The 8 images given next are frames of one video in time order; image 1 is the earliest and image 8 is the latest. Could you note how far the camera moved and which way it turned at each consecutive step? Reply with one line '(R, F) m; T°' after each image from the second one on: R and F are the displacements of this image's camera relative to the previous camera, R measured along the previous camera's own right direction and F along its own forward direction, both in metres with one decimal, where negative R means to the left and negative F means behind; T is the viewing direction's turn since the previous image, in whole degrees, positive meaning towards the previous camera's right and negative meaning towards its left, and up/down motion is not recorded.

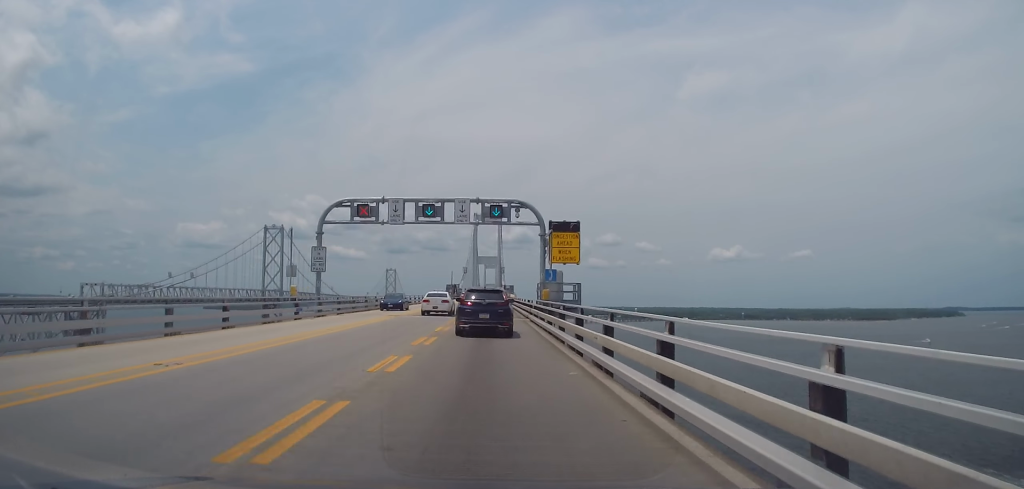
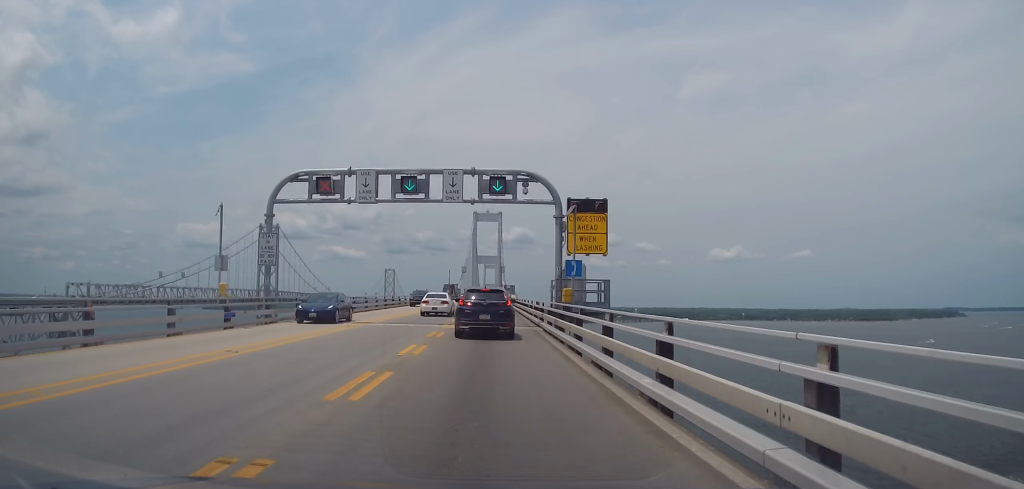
(+0.1, +8.9) m; 0°
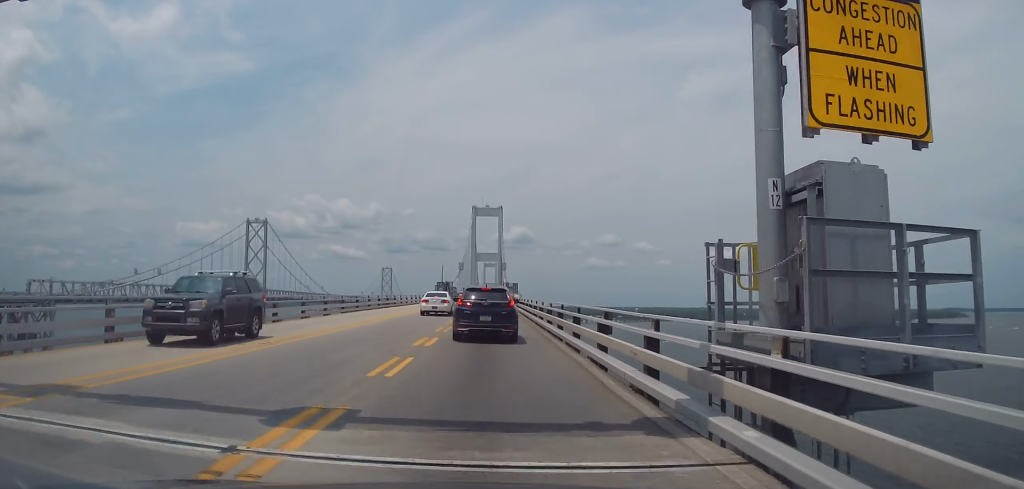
(+0.3, +21.6) m; 0°
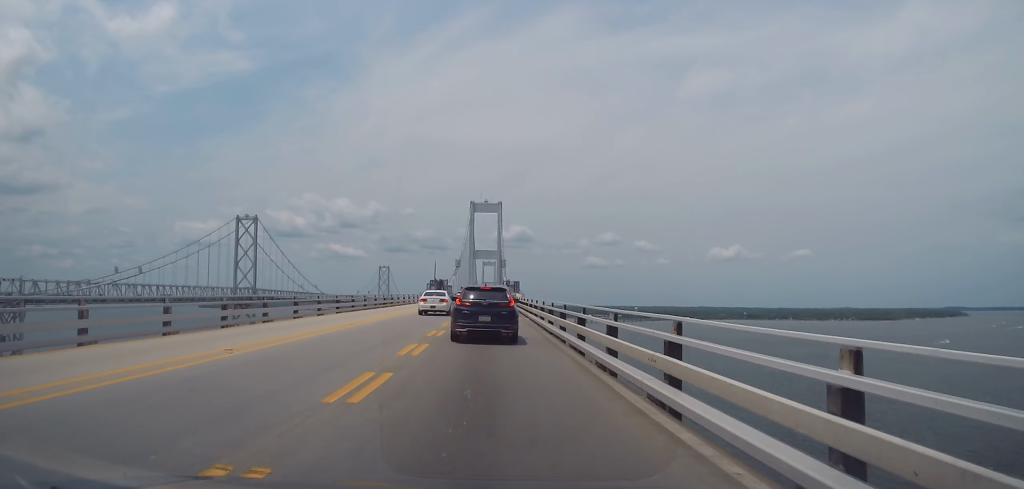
(0.0, +14.9) m; 0°
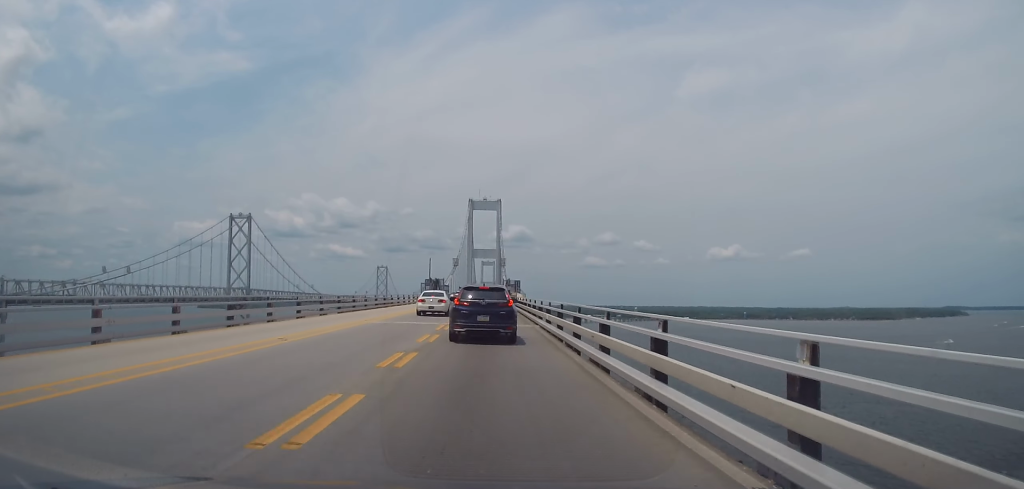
(0.0, +8.7) m; 0°
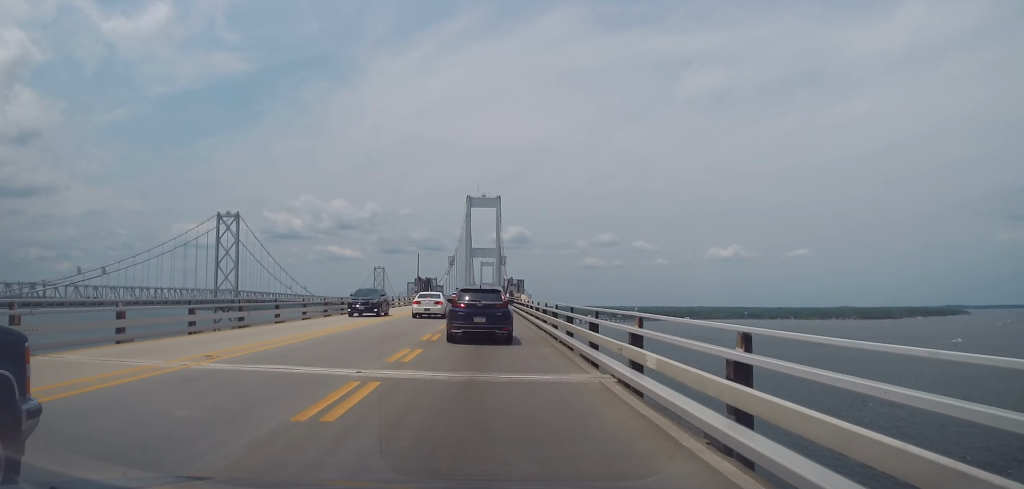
(-0.1, +17.3) m; -2°
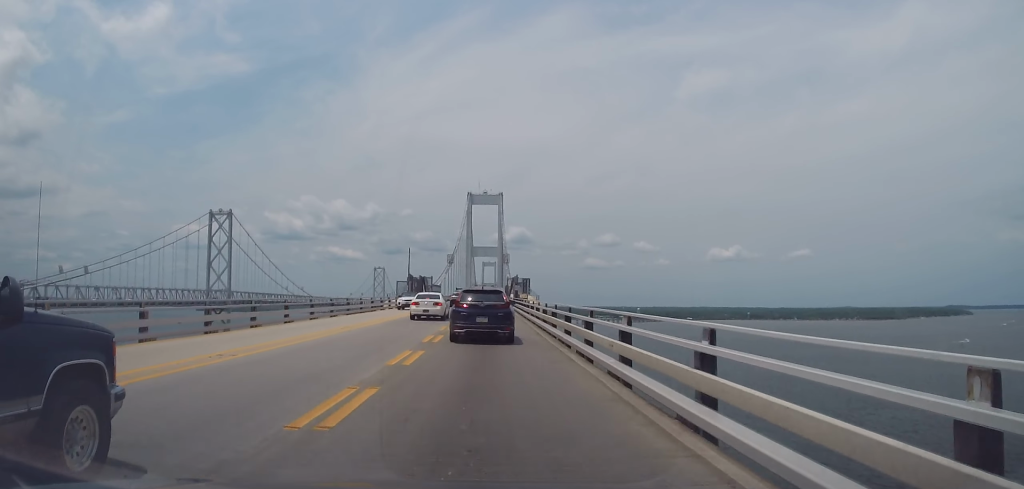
(-0.3, +12.8) m; 0°
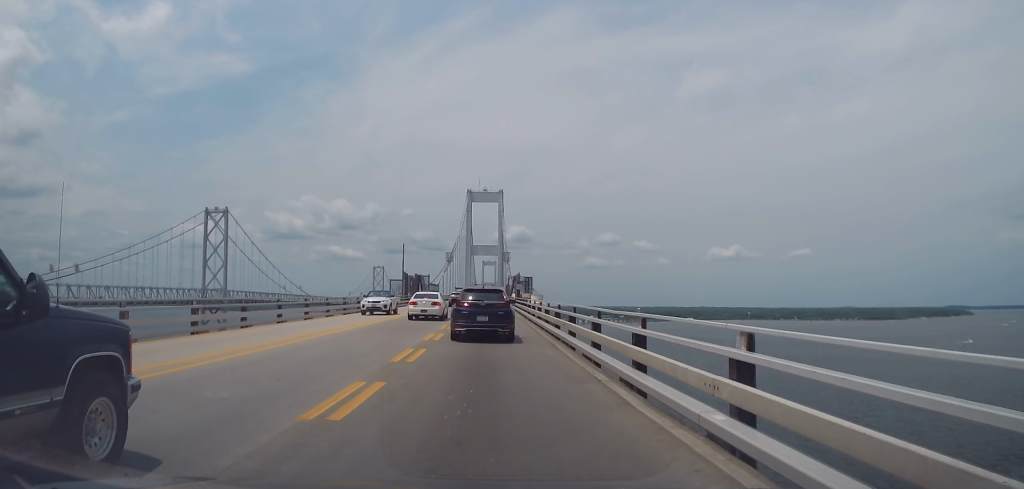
(0.0, +5.7) m; +1°
